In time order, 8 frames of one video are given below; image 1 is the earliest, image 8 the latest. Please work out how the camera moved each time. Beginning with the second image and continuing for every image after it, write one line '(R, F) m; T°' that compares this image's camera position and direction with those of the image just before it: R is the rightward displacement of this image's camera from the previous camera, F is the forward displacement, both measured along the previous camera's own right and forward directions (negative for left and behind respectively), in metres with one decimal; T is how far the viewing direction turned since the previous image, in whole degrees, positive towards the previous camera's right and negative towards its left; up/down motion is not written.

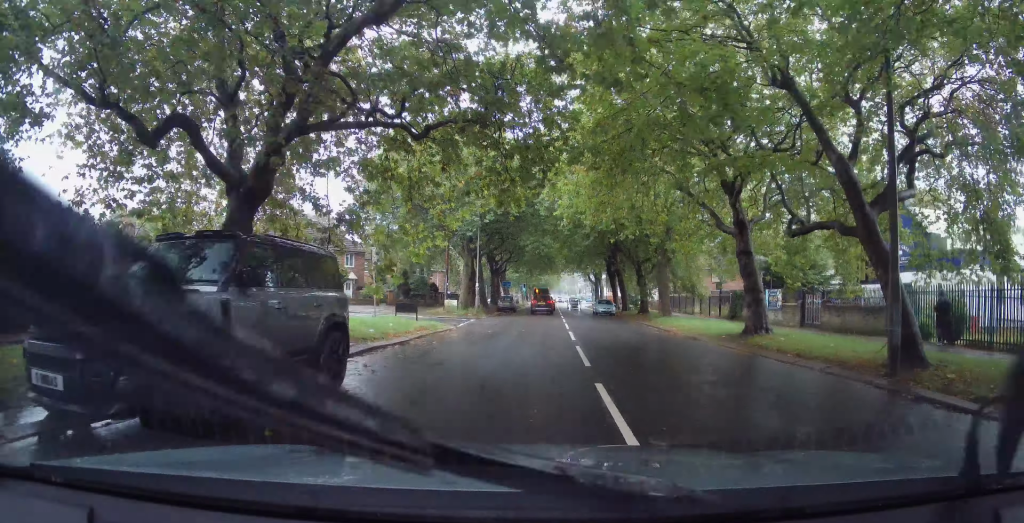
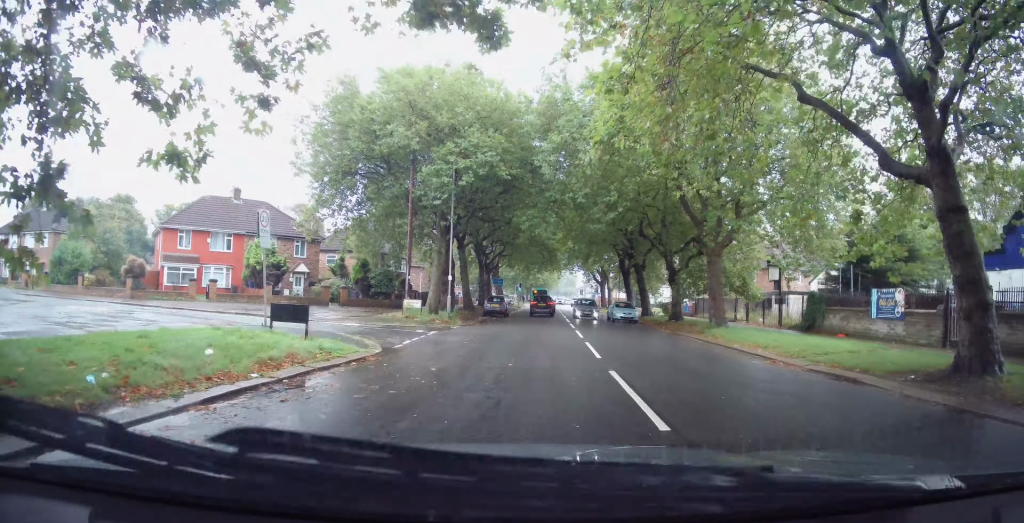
(+0.2, +11.2) m; +3°
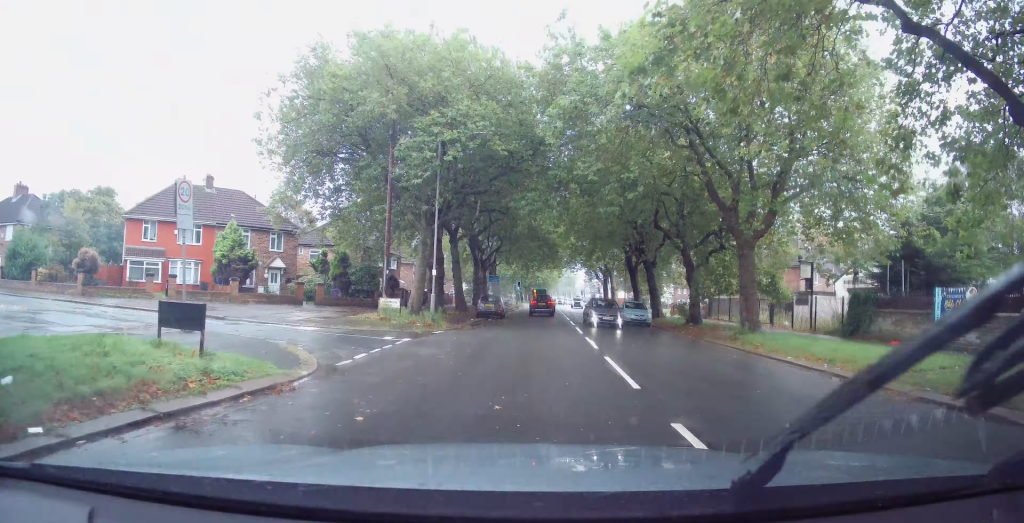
(+0.2, +4.0) m; +1°
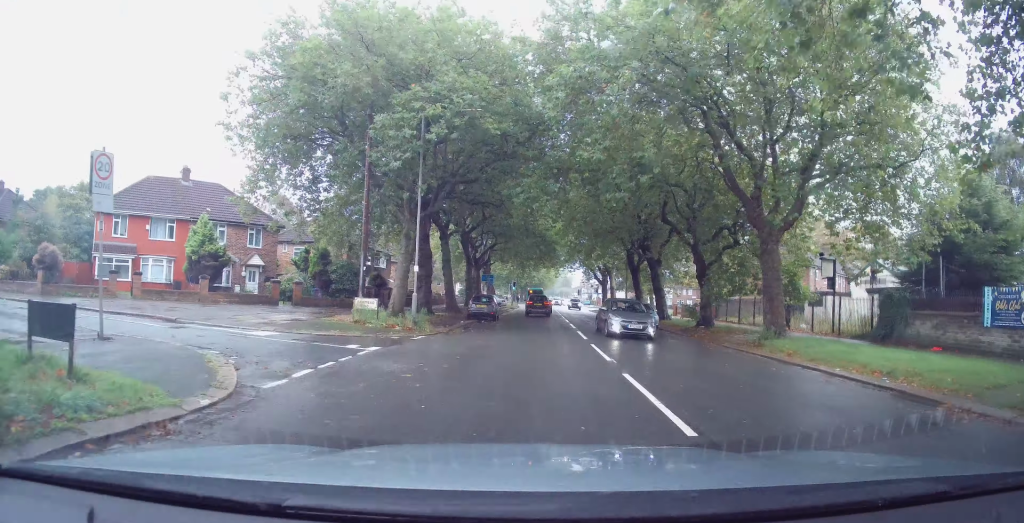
(-0.1, +2.6) m; 0°
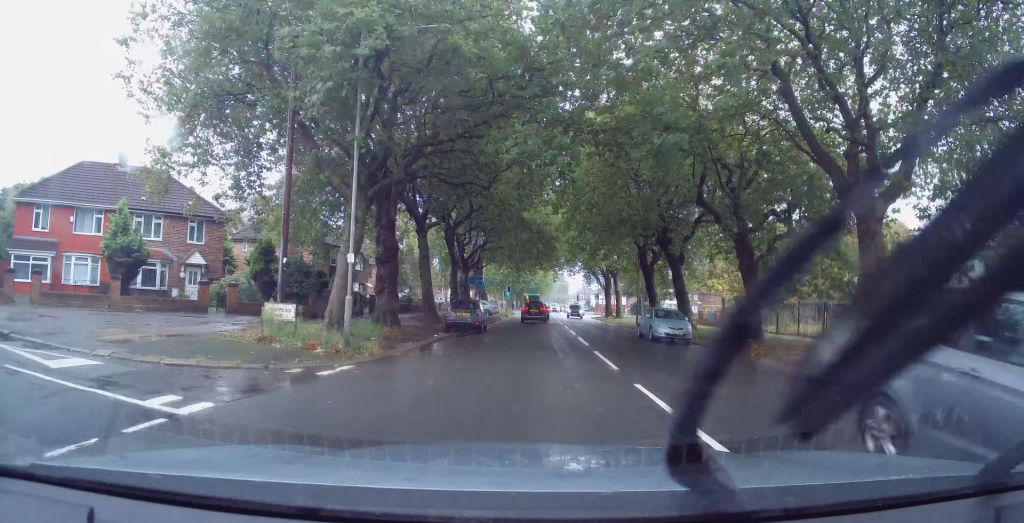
(0.0, +6.0) m; +2°
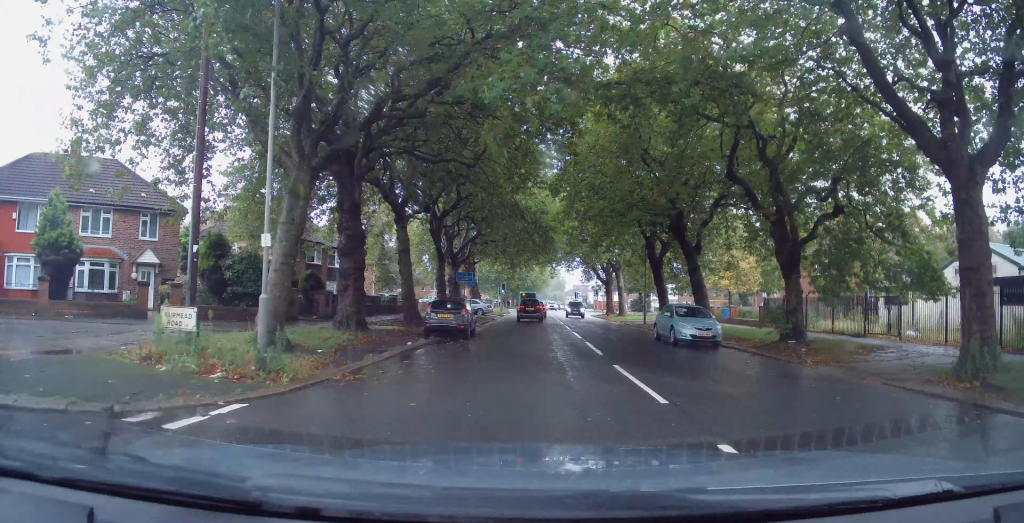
(0.0, +3.4) m; +2°
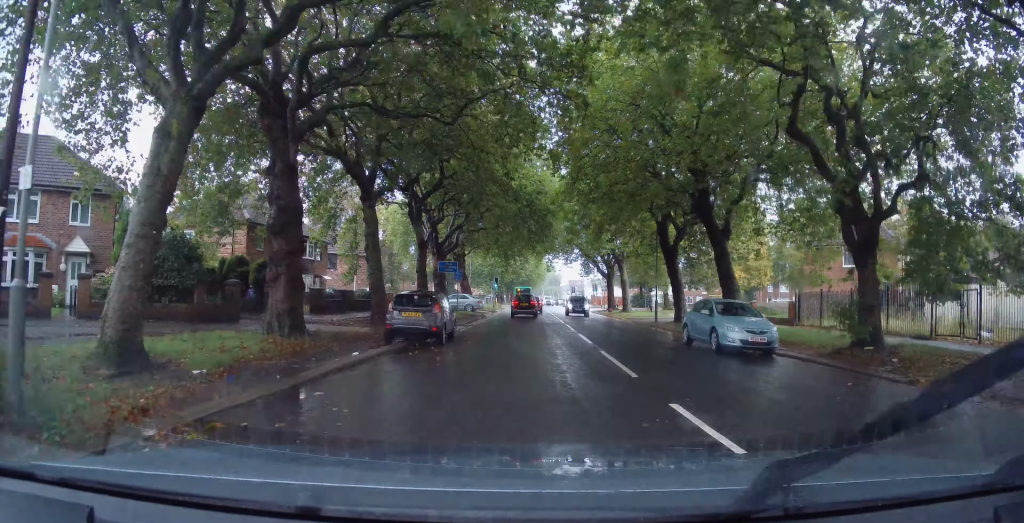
(+0.2, +3.8) m; 0°
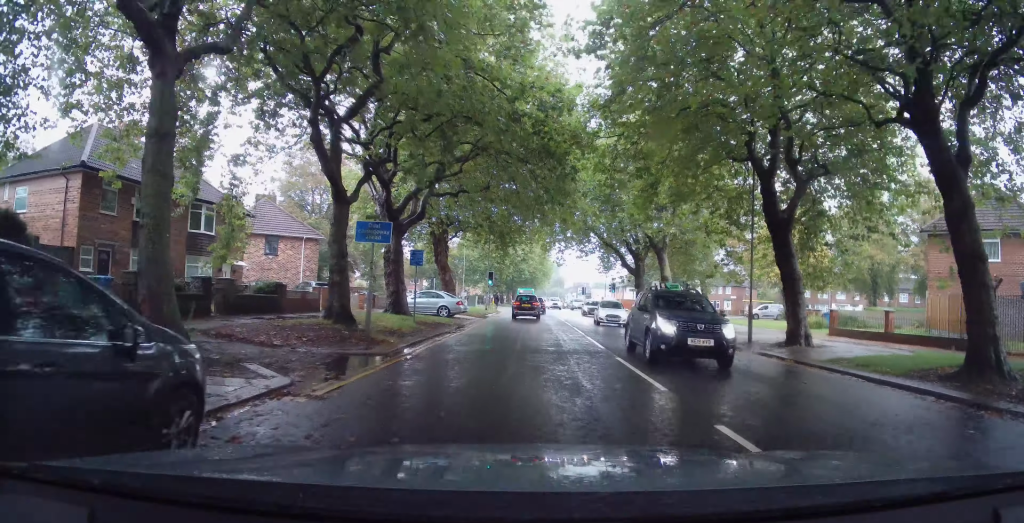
(+0.2, +10.1) m; +2°
